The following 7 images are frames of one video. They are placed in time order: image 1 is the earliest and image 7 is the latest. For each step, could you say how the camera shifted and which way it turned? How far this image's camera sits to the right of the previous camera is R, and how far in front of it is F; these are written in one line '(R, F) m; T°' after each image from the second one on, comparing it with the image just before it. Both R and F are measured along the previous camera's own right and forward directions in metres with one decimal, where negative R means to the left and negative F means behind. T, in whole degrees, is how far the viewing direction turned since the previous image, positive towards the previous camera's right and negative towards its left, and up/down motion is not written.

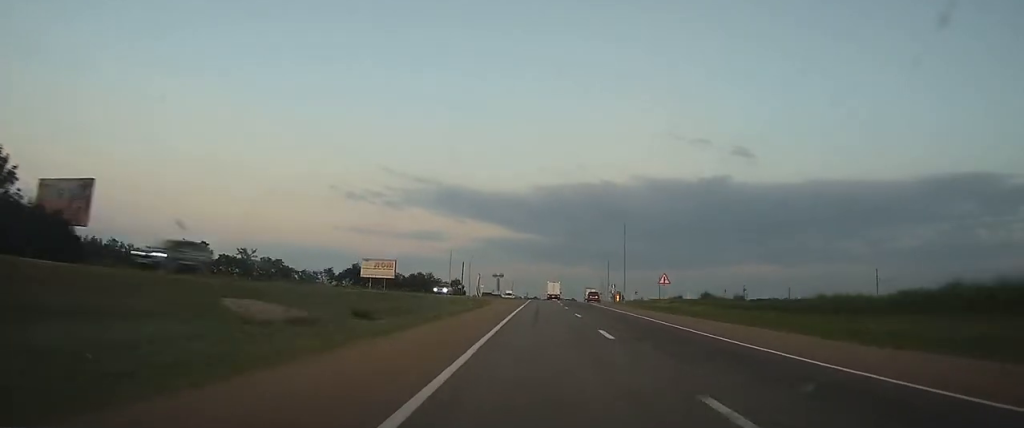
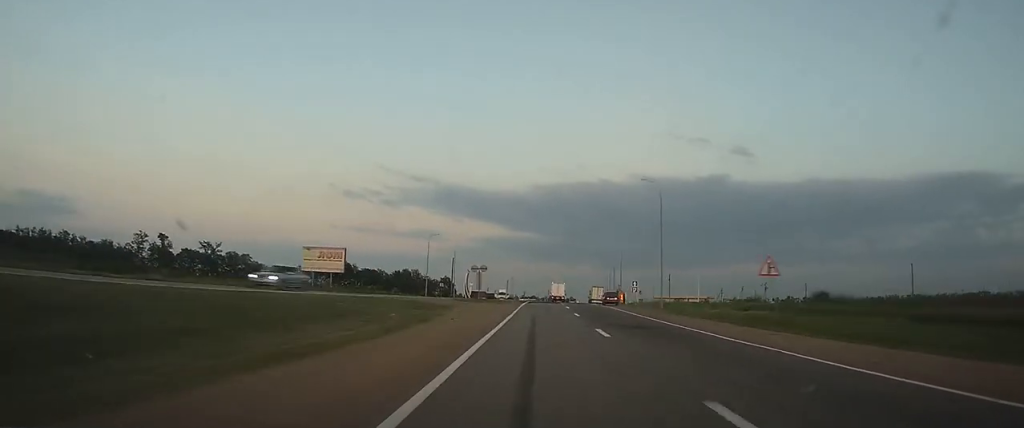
(+0.1, +24.0) m; 0°
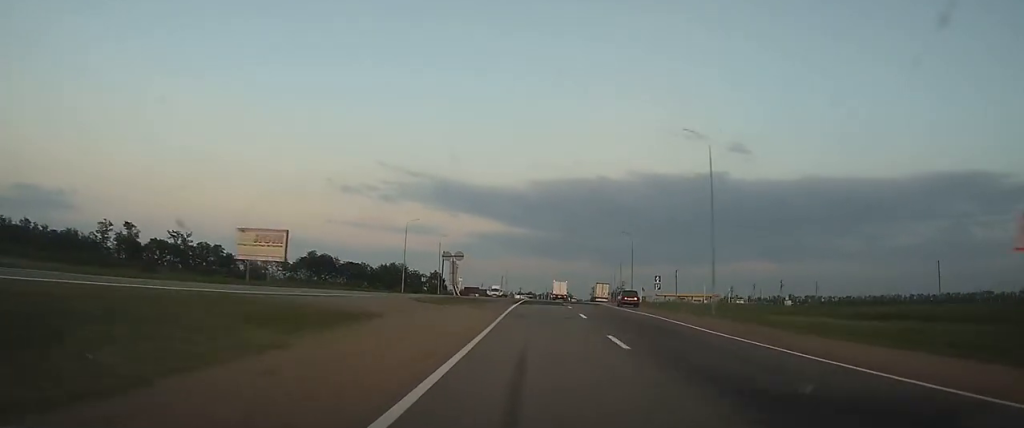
(0.0, +16.3) m; 0°
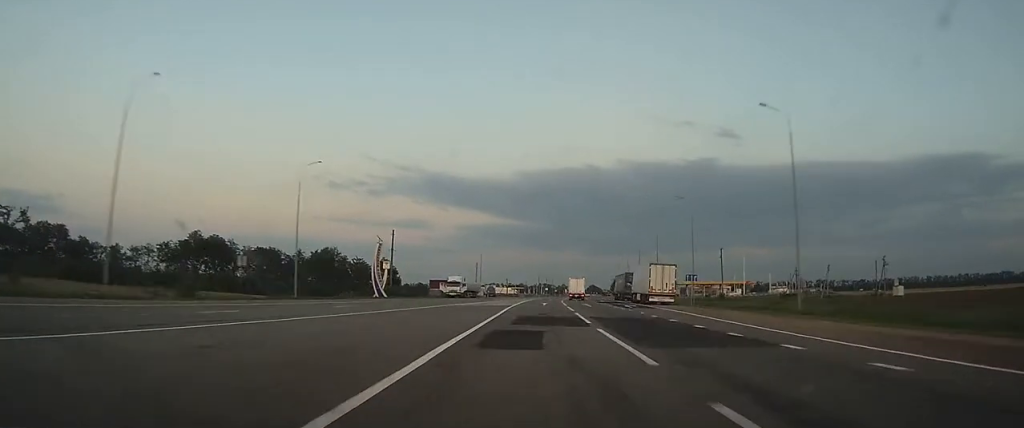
(+0.4, +63.4) m; +1°
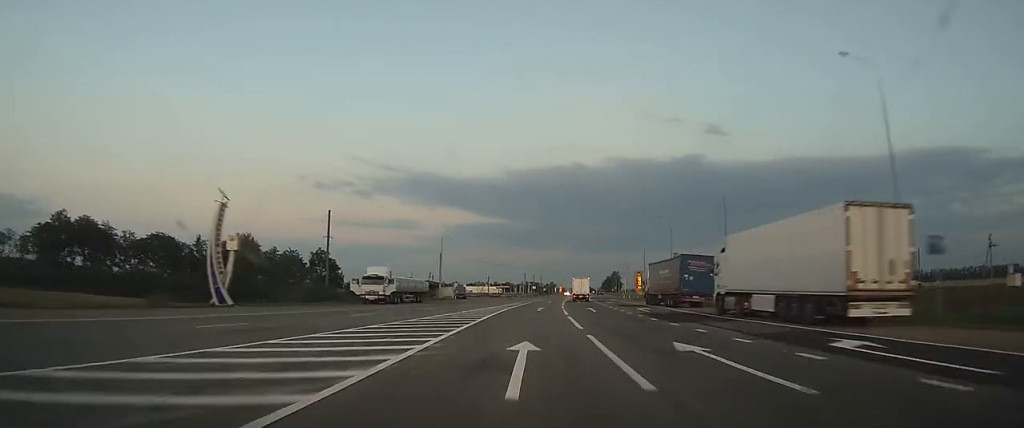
(+0.1, +38.2) m; +1°
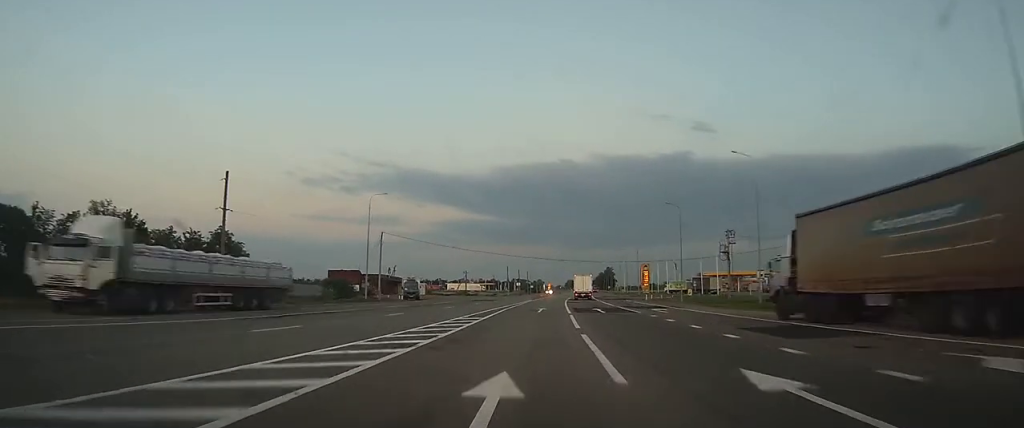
(+0.4, +35.3) m; +1°
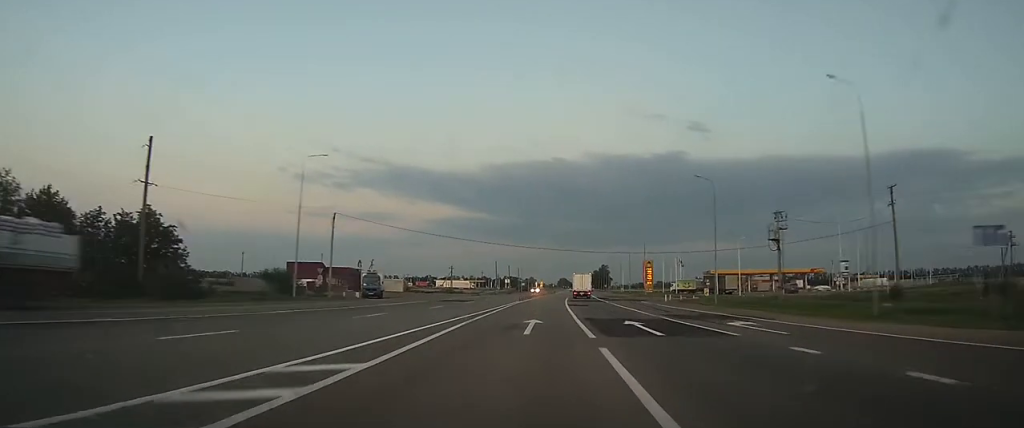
(+0.1, +16.5) m; +1°
